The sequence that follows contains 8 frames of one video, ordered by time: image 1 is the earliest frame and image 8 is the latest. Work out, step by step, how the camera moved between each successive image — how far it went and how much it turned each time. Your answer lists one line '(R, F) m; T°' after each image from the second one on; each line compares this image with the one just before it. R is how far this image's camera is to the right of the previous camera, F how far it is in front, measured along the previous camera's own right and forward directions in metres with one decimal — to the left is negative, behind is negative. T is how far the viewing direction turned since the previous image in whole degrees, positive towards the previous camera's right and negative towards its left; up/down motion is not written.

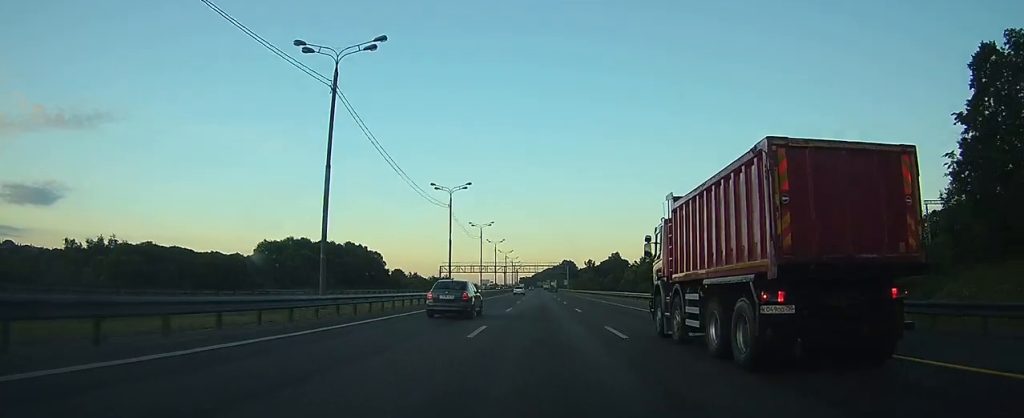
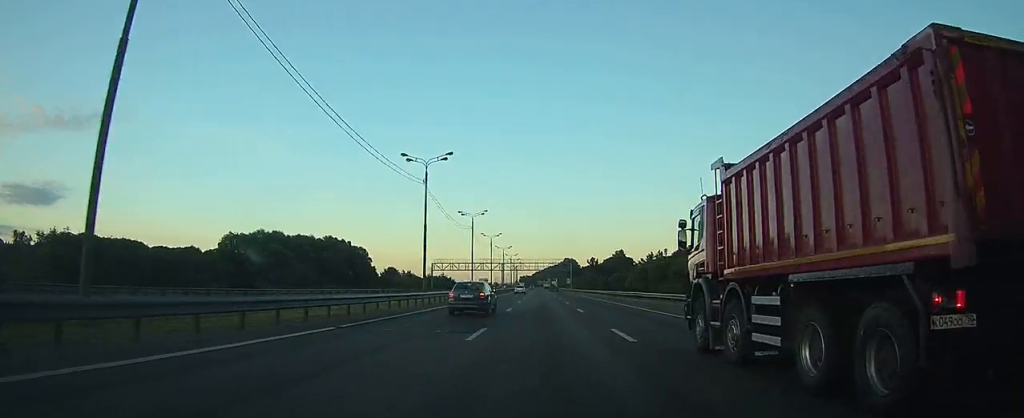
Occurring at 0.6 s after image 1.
(+0.1, +17.0) m; 0°
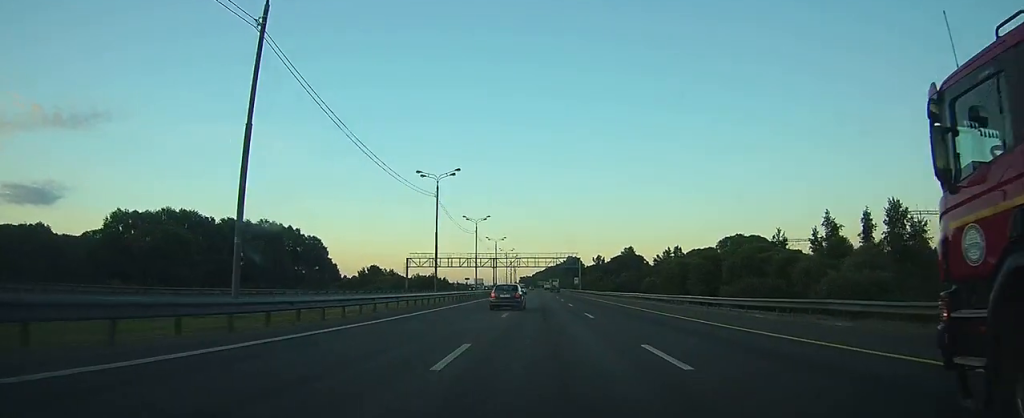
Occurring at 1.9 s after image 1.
(-0.2, +37.0) m; 0°
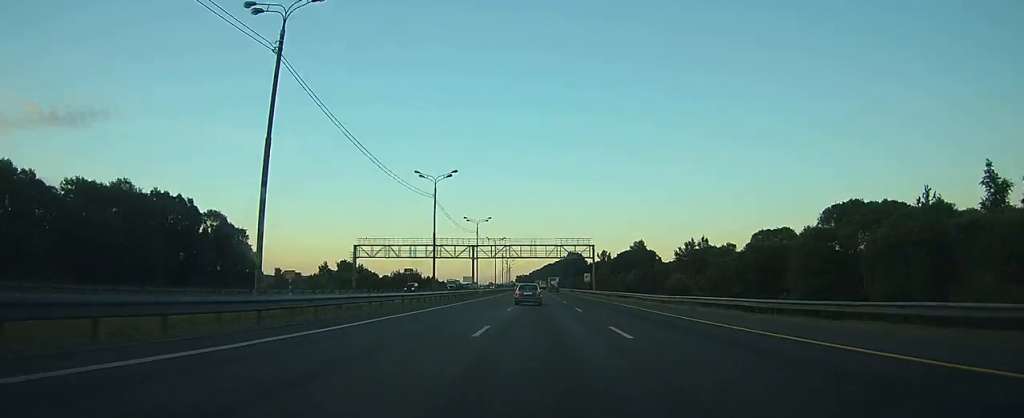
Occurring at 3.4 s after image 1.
(0.0, +42.8) m; 0°
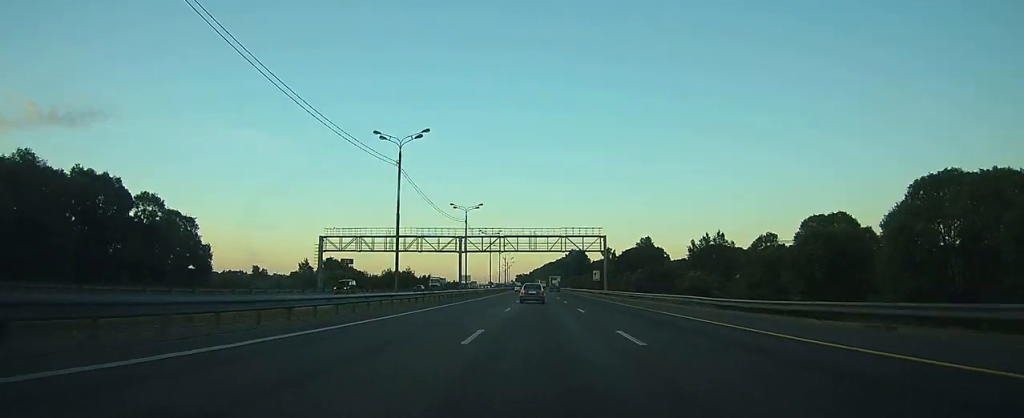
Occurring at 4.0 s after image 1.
(0.0, +18.2) m; 0°
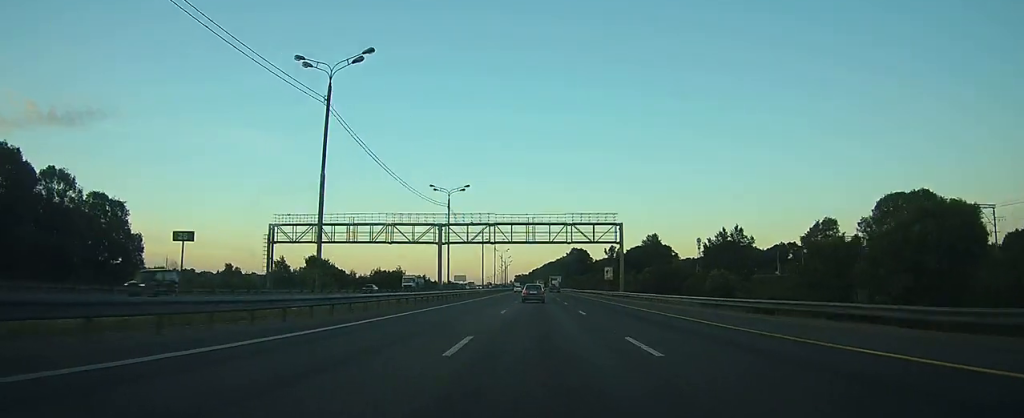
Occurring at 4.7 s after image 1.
(0.0, +18.2) m; 0°
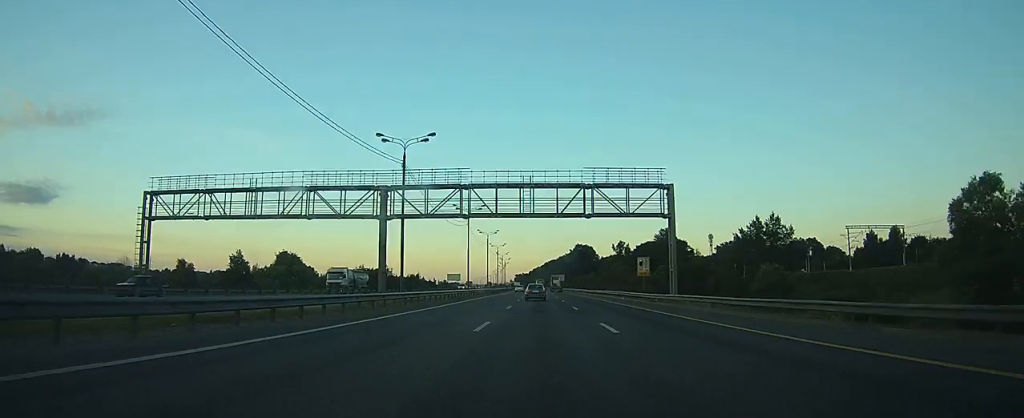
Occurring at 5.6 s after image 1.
(+0.1, +26.9) m; 0°
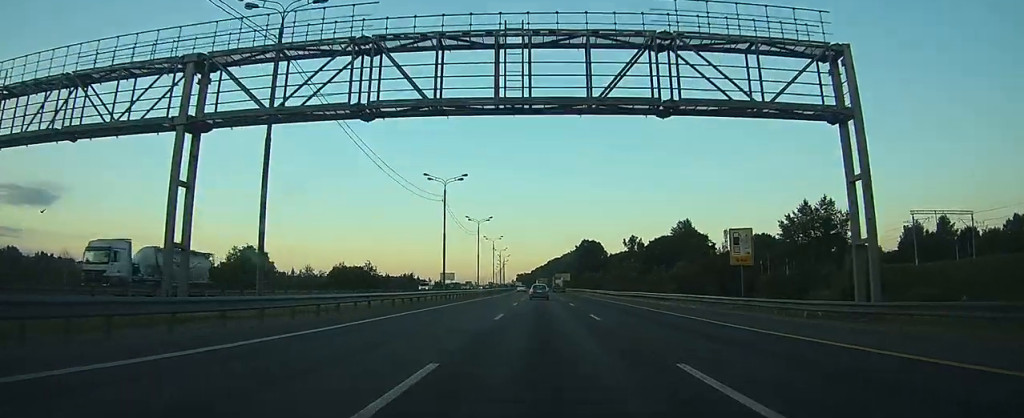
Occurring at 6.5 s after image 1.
(0.0, +27.0) m; 0°
